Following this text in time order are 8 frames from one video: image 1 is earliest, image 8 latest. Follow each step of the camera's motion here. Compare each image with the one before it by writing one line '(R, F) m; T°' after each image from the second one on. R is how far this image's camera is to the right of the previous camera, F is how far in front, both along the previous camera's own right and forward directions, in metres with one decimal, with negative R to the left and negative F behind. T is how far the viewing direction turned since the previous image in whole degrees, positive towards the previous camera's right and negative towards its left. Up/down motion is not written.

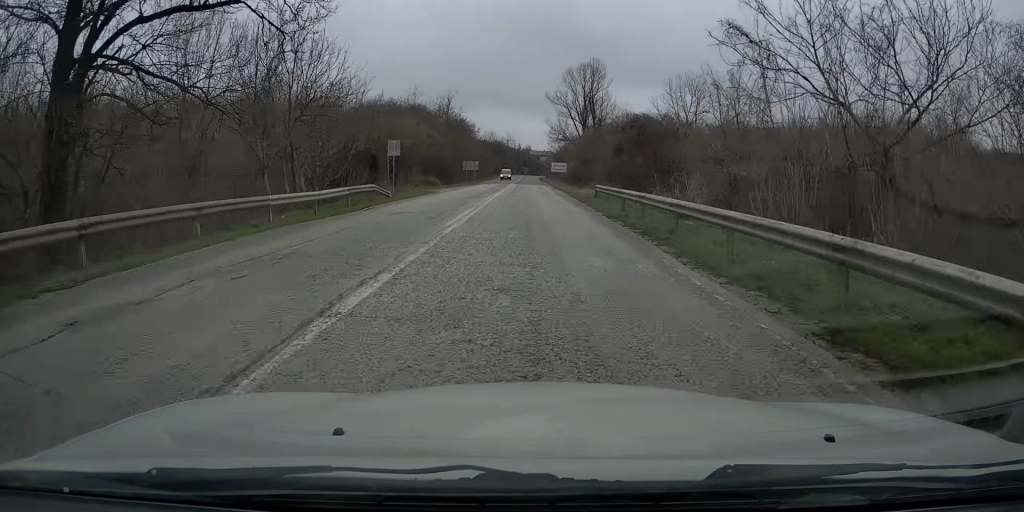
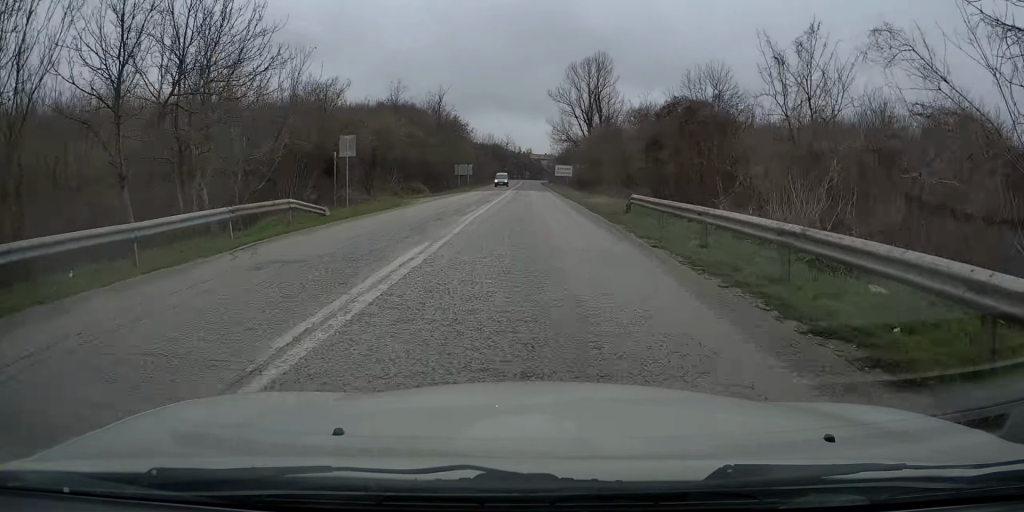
(-0.2, +10.1) m; 0°
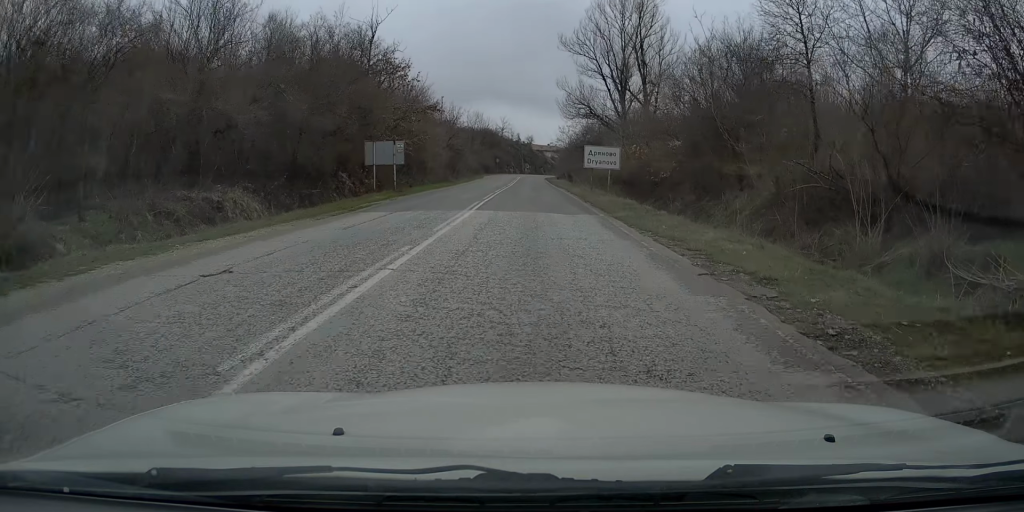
(+1.1, +41.0) m; +2°
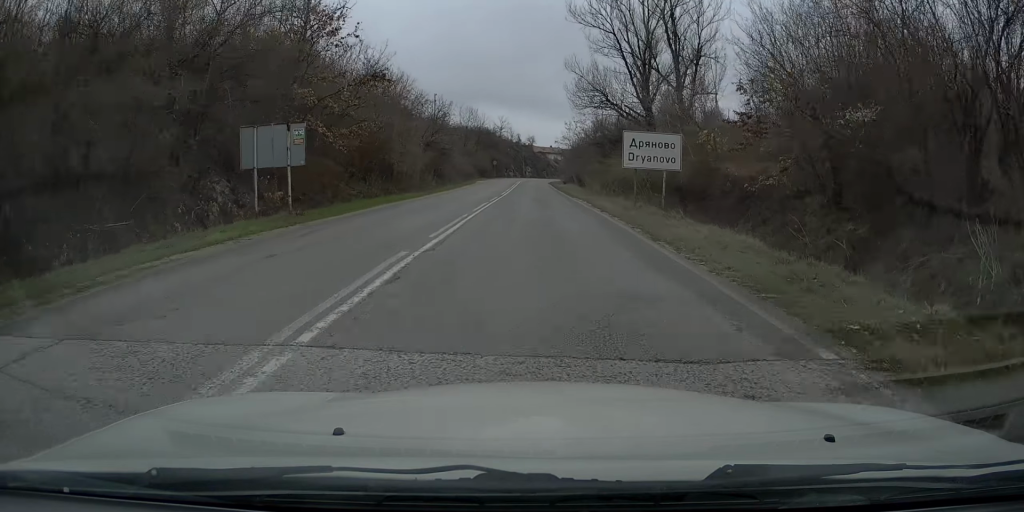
(0.0, +15.3) m; -1°
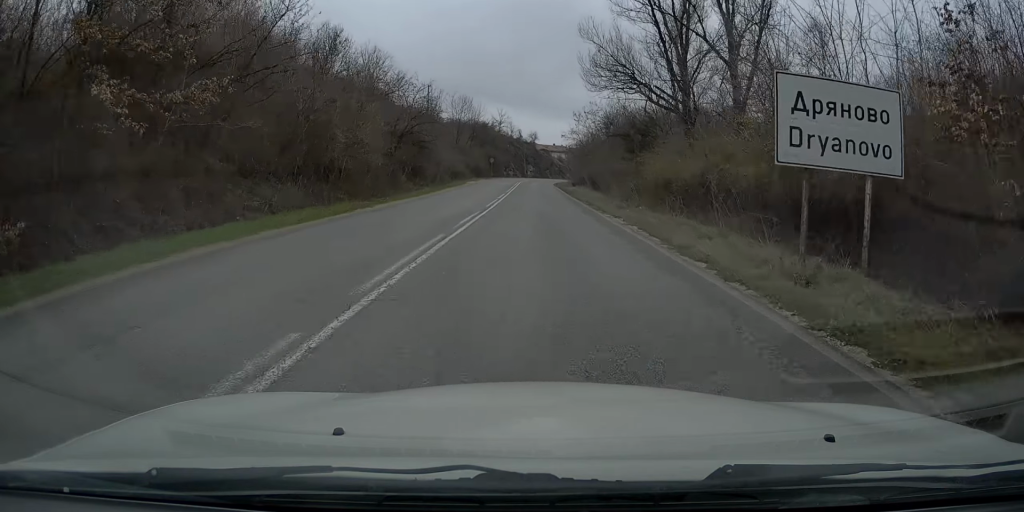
(-0.5, +14.1) m; -1°
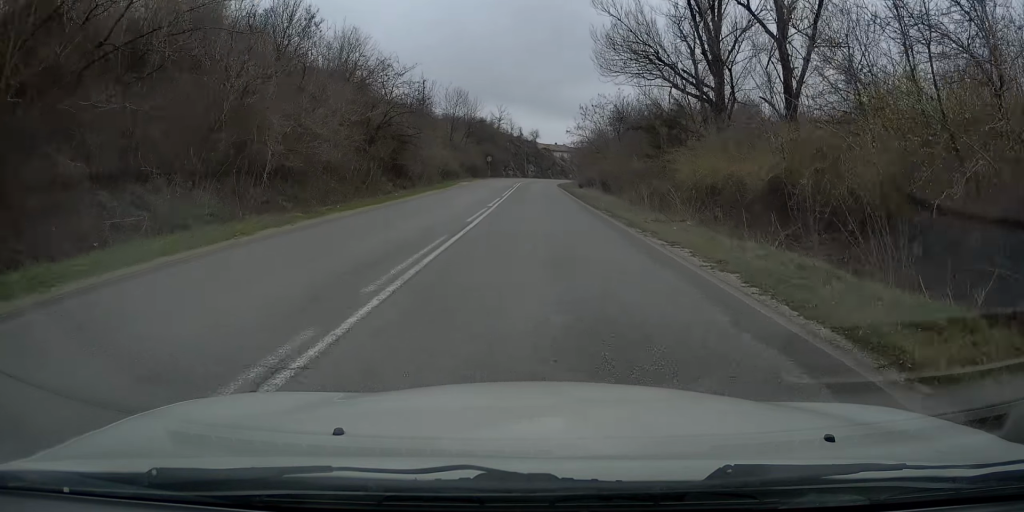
(+0.1, +8.1) m; +1°
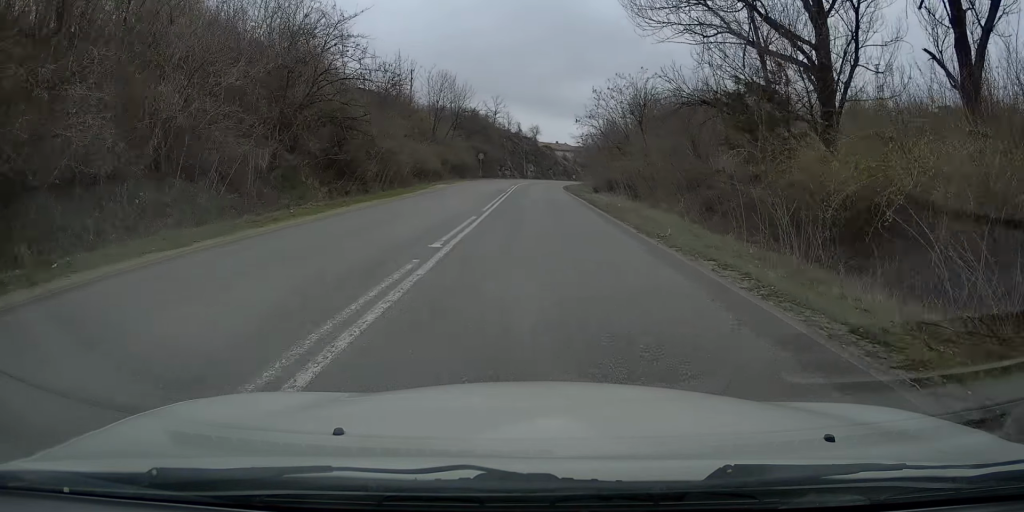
(+0.3, +14.3) m; 0°
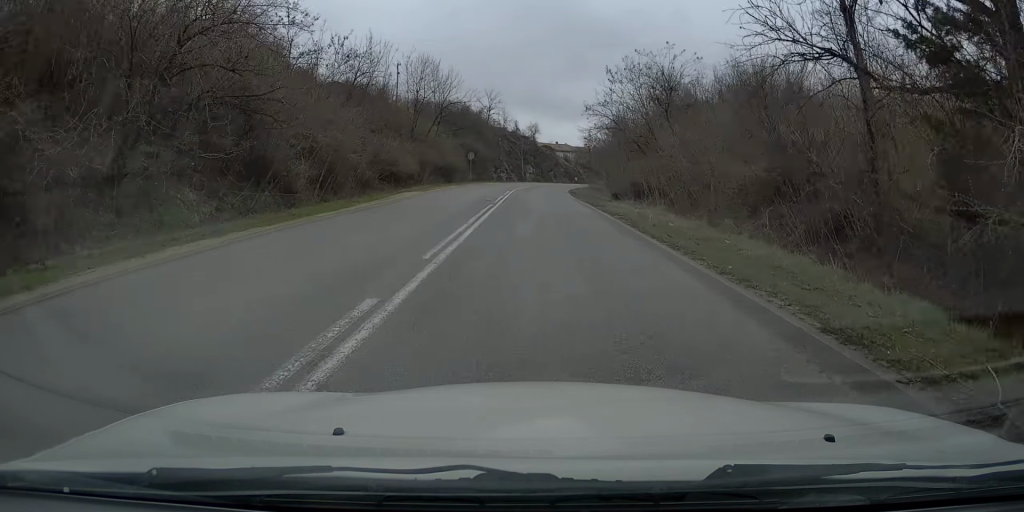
(-0.1, +11.2) m; 0°
